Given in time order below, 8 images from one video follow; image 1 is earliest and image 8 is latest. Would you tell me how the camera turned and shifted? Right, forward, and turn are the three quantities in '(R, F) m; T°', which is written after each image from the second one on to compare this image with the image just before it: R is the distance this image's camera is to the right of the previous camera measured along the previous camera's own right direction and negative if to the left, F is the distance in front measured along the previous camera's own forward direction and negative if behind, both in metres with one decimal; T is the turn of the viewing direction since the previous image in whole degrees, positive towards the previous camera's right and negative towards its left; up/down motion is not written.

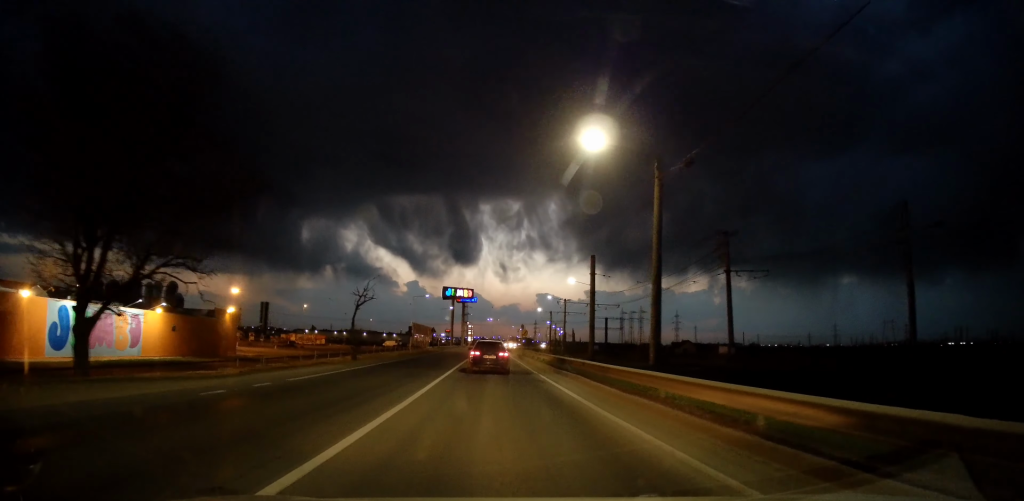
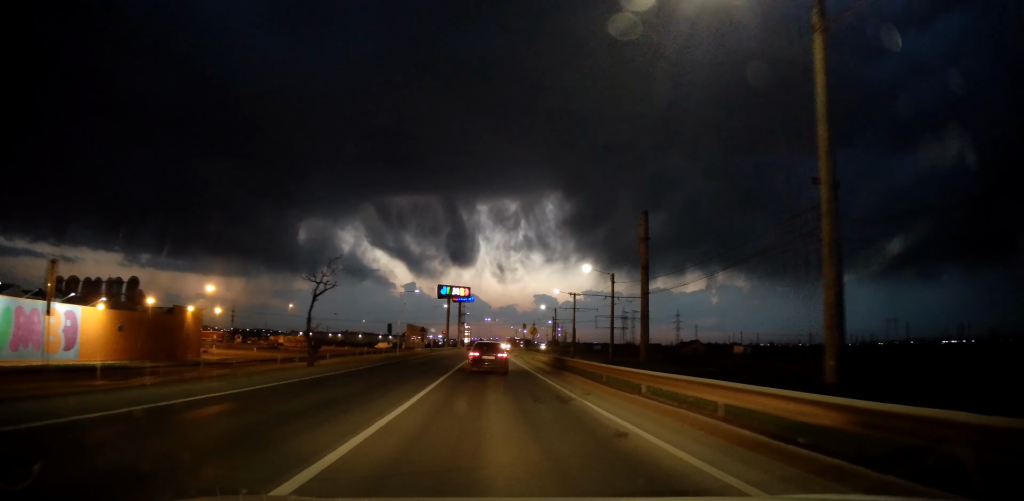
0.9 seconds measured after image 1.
(-0.3, +10.5) m; -1°
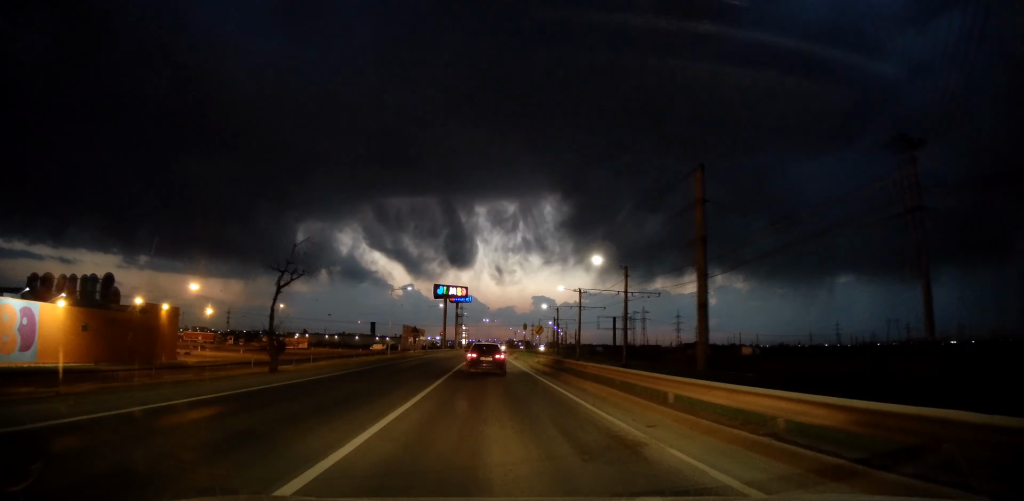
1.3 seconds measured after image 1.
(+0.1, +5.8) m; 0°
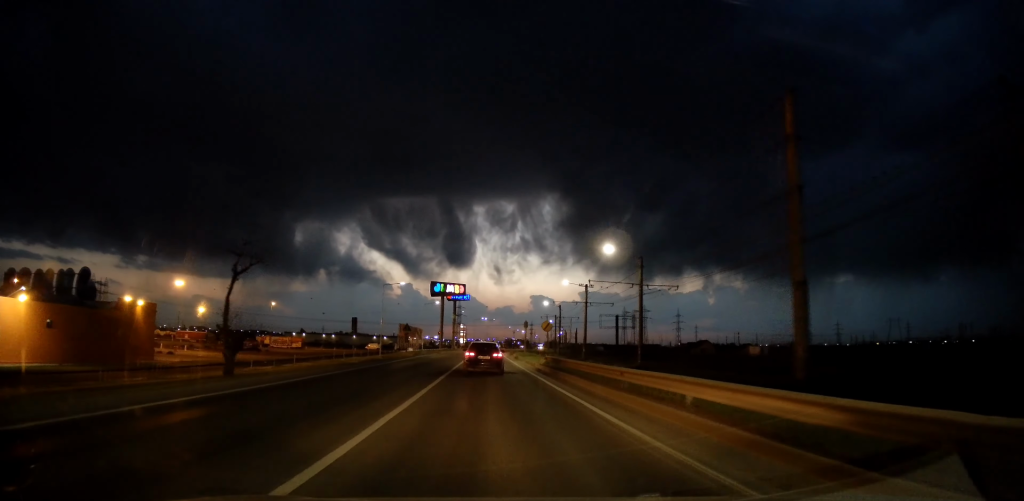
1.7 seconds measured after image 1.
(+0.1, +5.0) m; 0°
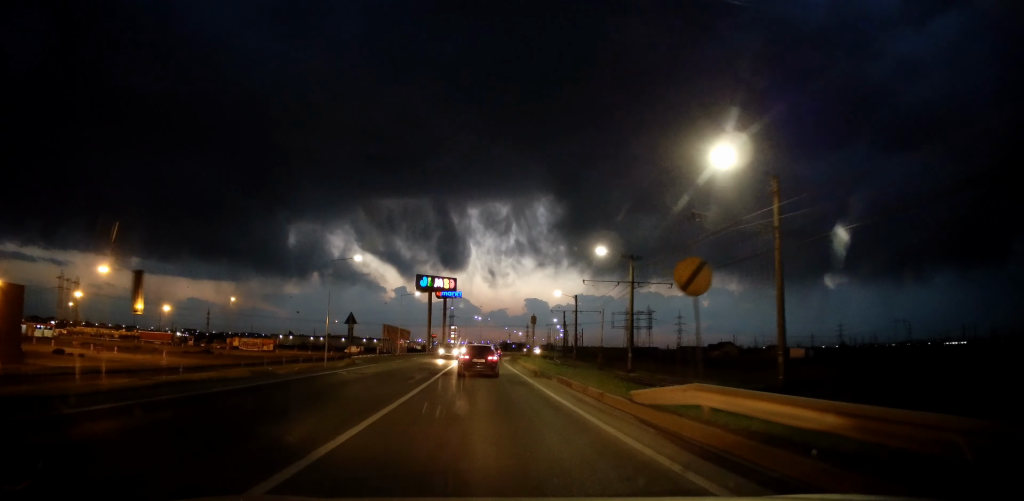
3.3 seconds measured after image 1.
(+0.2, +21.0) m; +2°
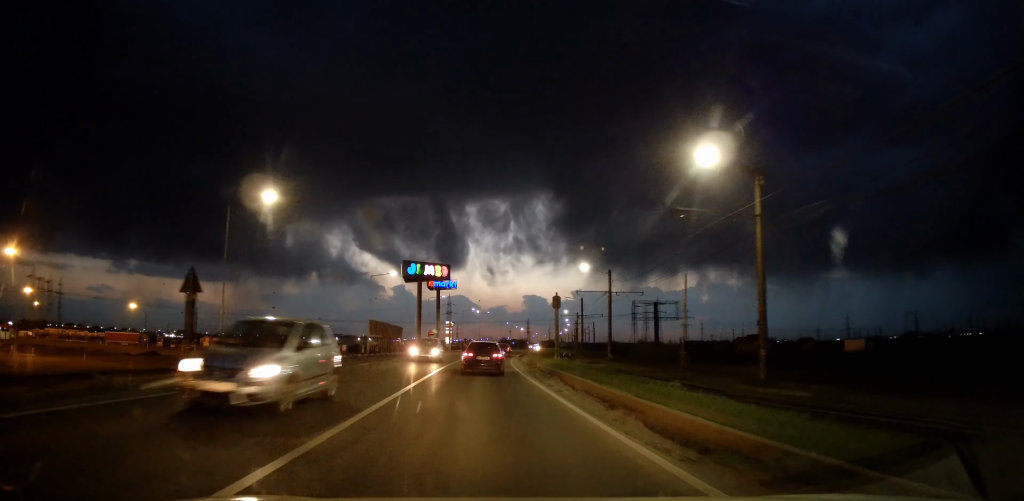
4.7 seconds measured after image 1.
(0.0, +18.9) m; +1°
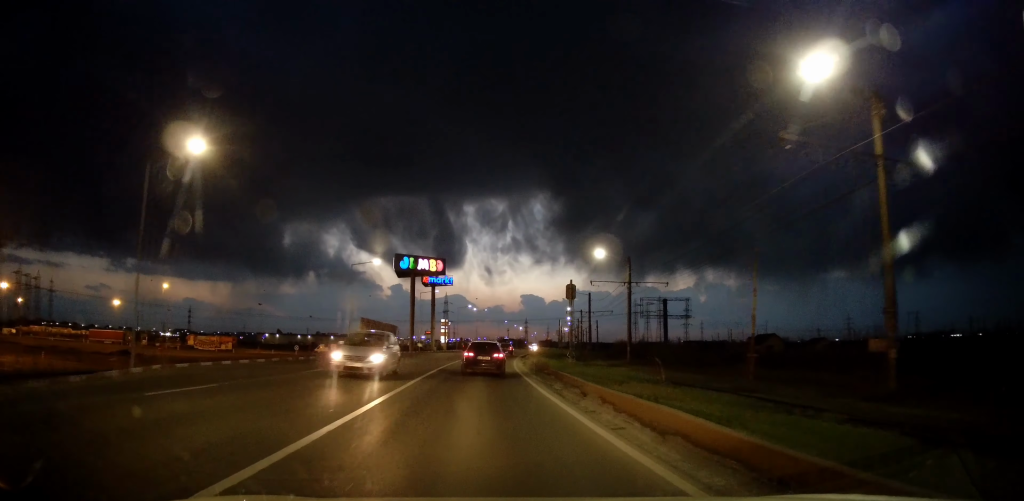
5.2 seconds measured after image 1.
(+0.1, +7.6) m; +1°
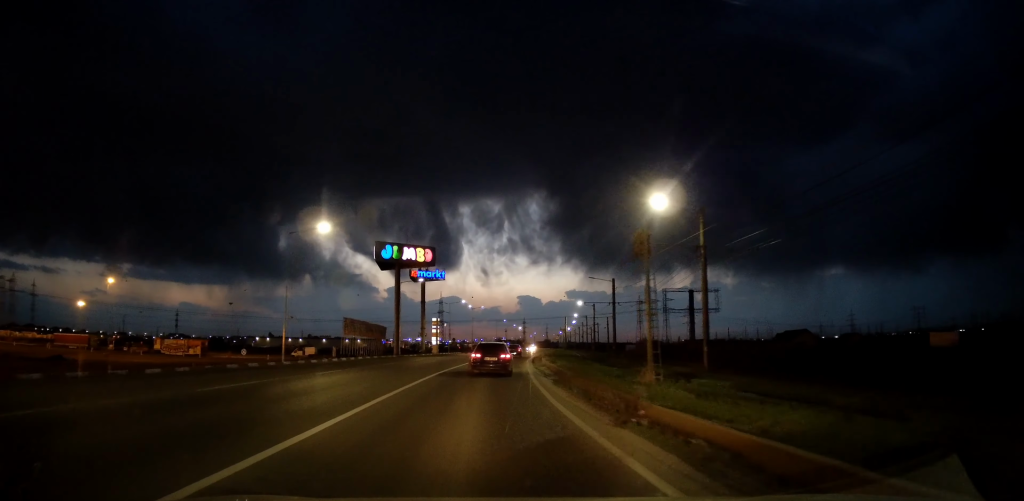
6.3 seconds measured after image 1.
(+0.3, +15.7) m; 0°
